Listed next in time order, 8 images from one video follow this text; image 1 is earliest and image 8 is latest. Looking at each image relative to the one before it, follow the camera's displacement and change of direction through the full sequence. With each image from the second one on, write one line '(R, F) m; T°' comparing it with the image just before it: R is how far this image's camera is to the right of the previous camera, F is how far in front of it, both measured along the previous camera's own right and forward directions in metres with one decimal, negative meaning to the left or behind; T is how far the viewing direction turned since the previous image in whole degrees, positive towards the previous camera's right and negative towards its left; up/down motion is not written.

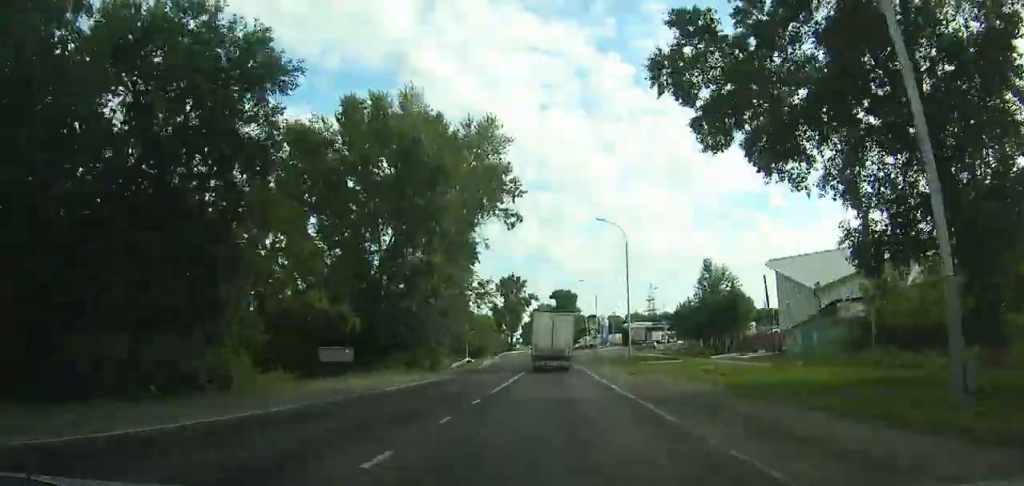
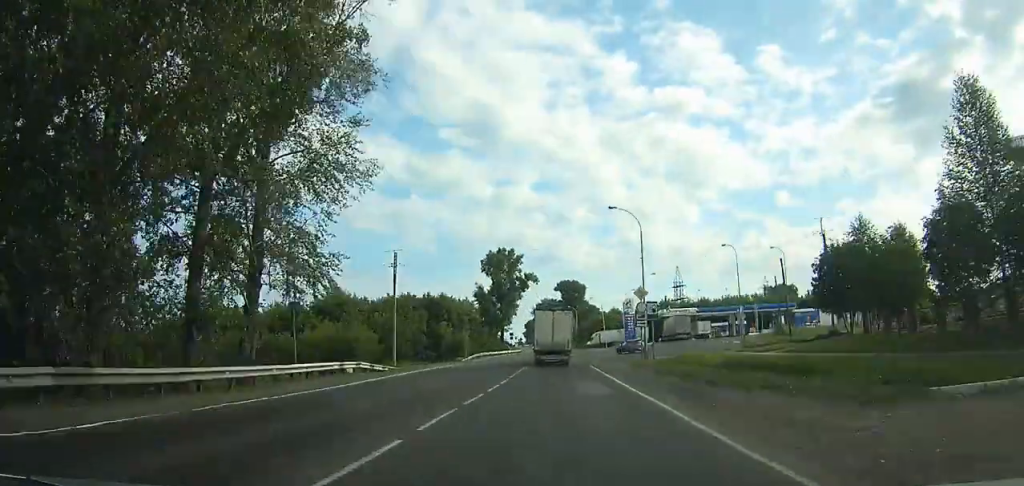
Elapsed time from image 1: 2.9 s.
(-2.0, +39.0) m; 0°
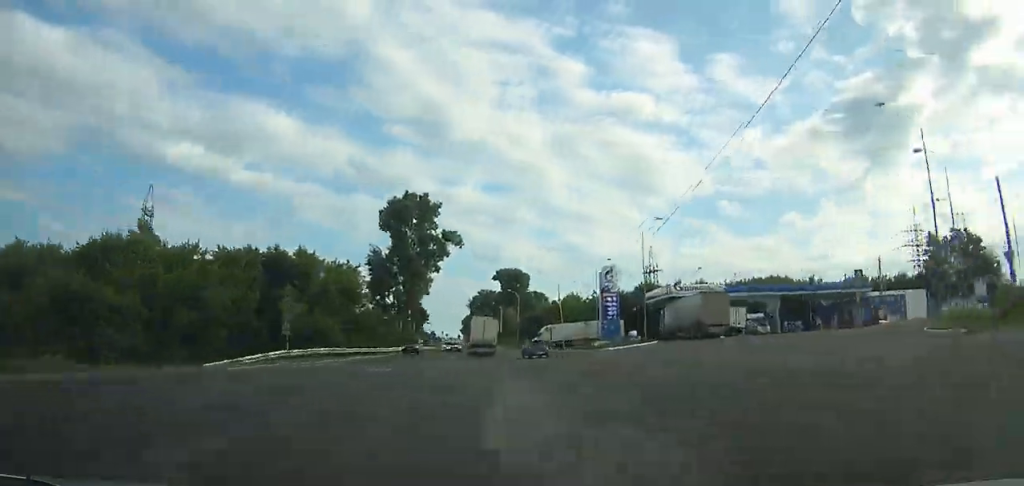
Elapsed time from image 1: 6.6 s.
(+4.5, +39.4) m; +20°
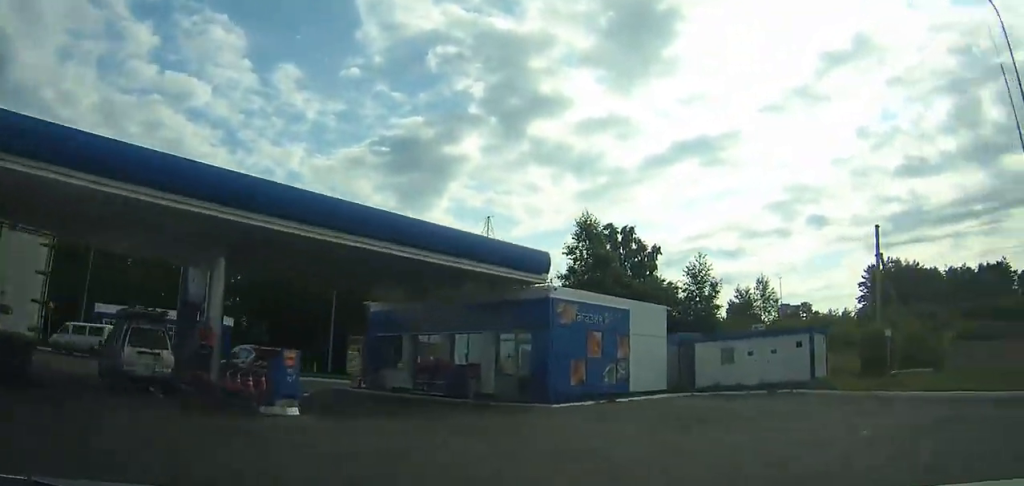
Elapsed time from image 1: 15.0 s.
(+15.8, +53.0) m; +28°
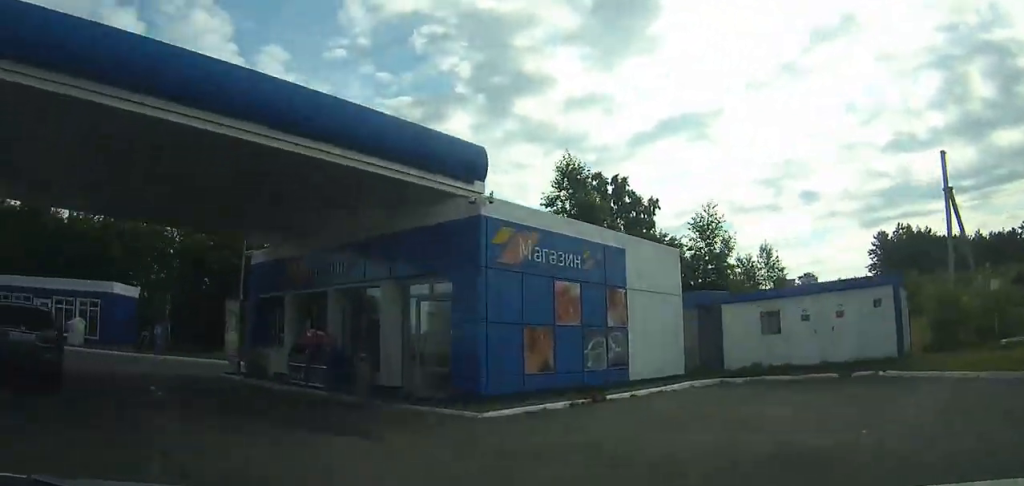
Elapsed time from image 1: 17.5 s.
(-0.1, +9.8) m; -12°
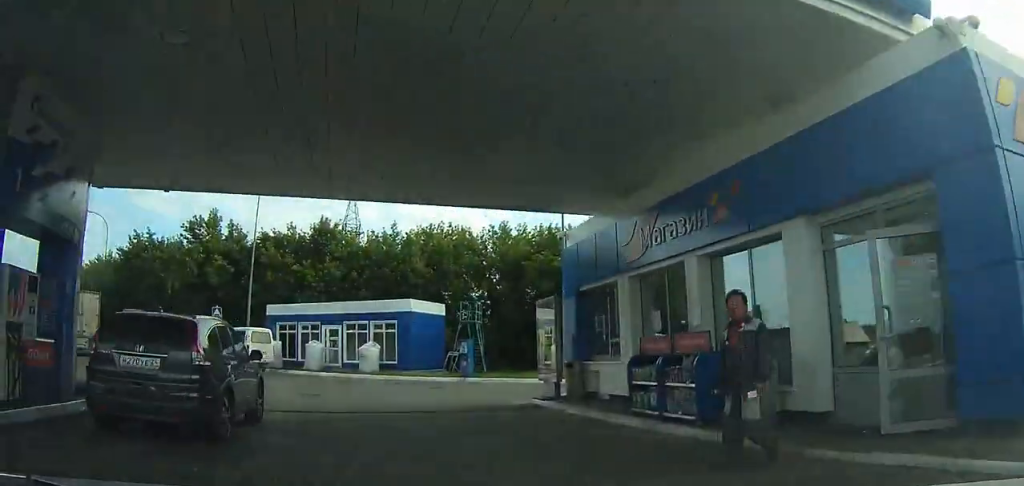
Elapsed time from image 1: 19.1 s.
(-0.7, +5.8) m; -14°
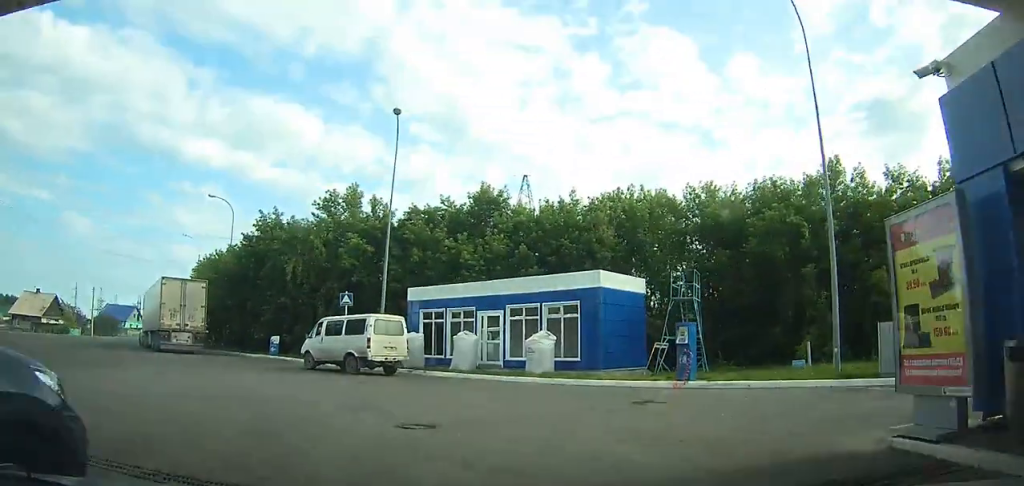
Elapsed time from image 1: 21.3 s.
(-1.4, +6.9) m; -21°
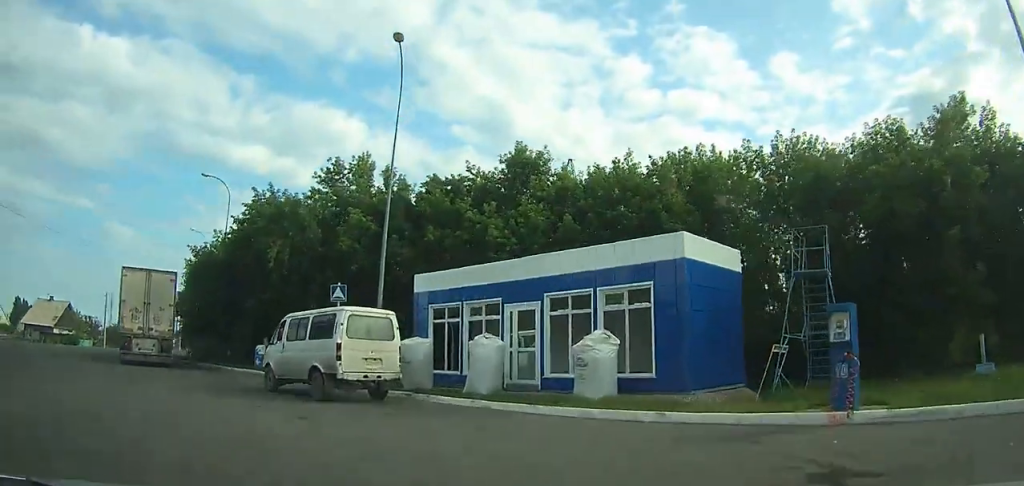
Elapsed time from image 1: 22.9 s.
(-0.2, +4.7) m; -14°
